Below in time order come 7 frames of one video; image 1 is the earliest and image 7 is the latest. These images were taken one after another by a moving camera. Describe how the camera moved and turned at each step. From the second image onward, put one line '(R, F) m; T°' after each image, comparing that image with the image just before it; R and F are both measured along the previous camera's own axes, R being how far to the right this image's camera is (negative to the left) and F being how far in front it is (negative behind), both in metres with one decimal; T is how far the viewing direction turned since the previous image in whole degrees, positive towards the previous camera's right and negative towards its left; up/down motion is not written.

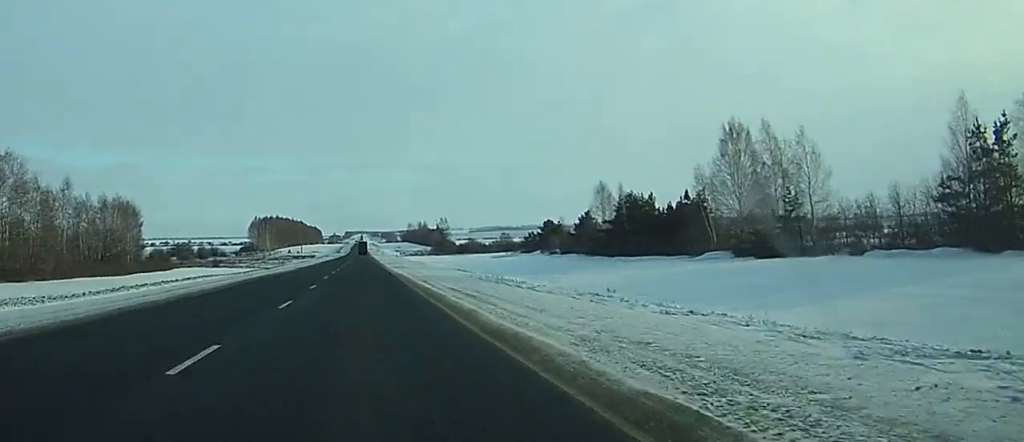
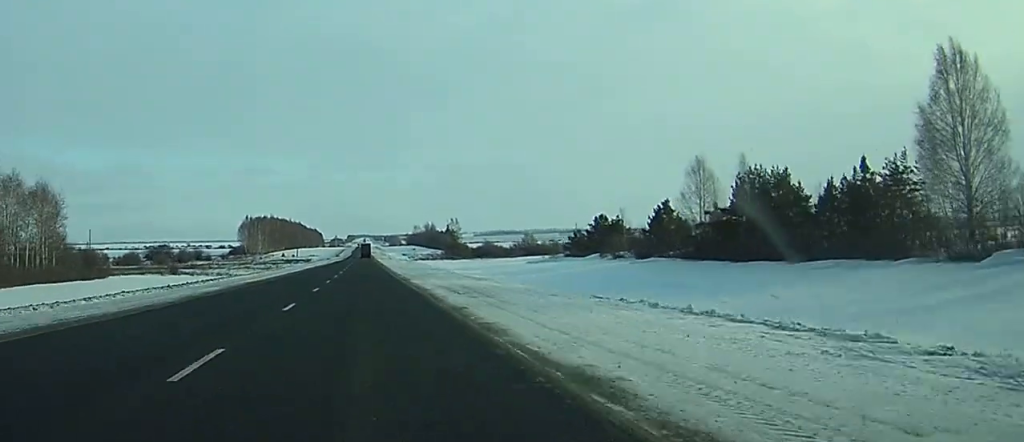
(0.0, +48.1) m; 0°
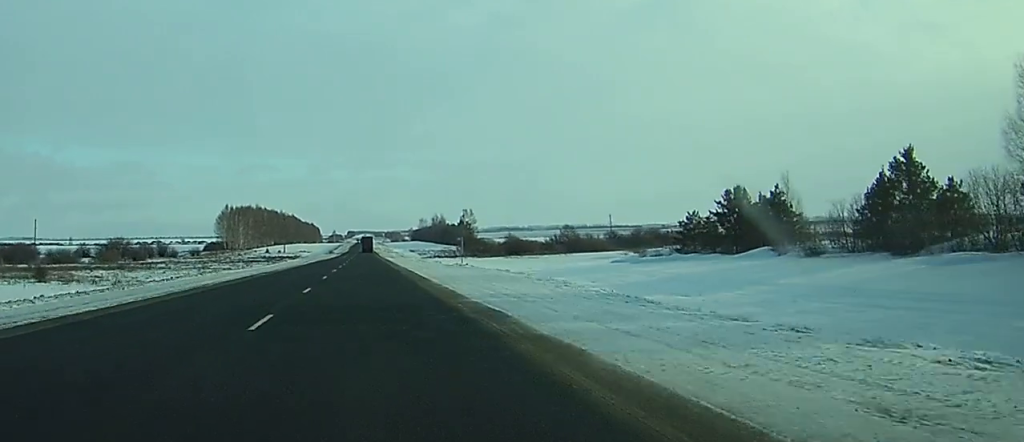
(0.0, +66.6) m; 0°
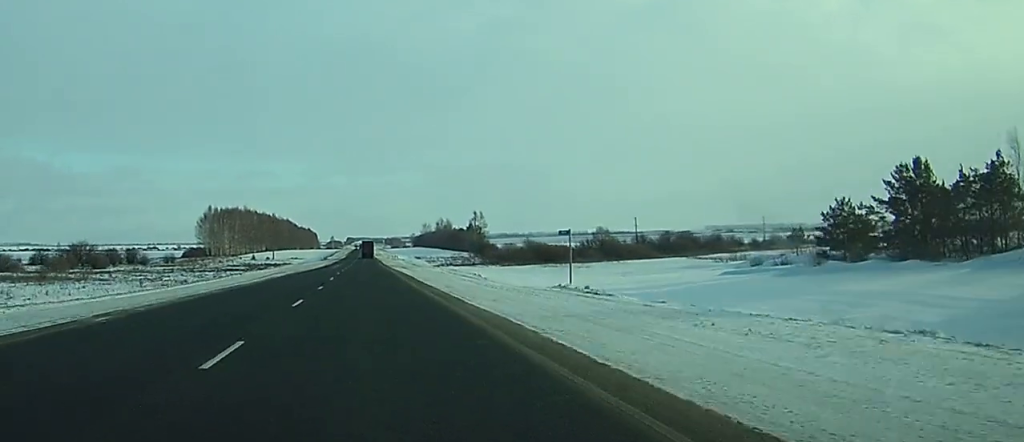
(-0.2, +40.2) m; 0°
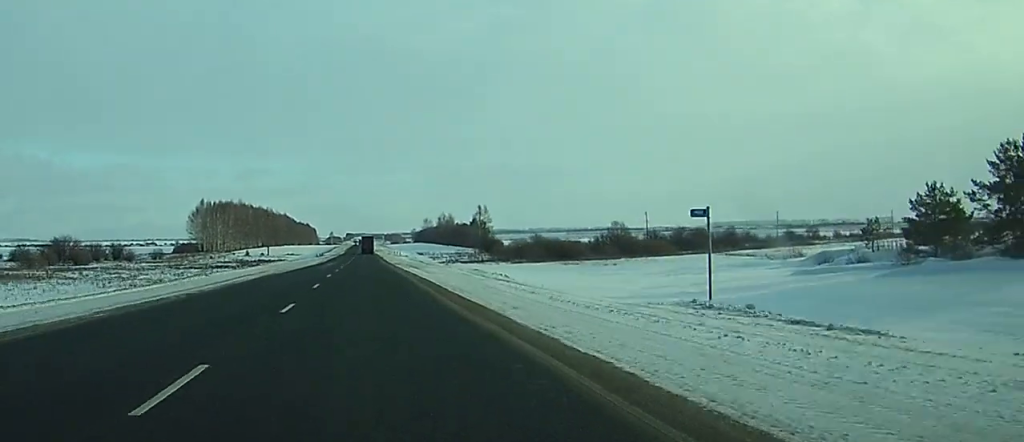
(0.0, +14.9) m; 0°
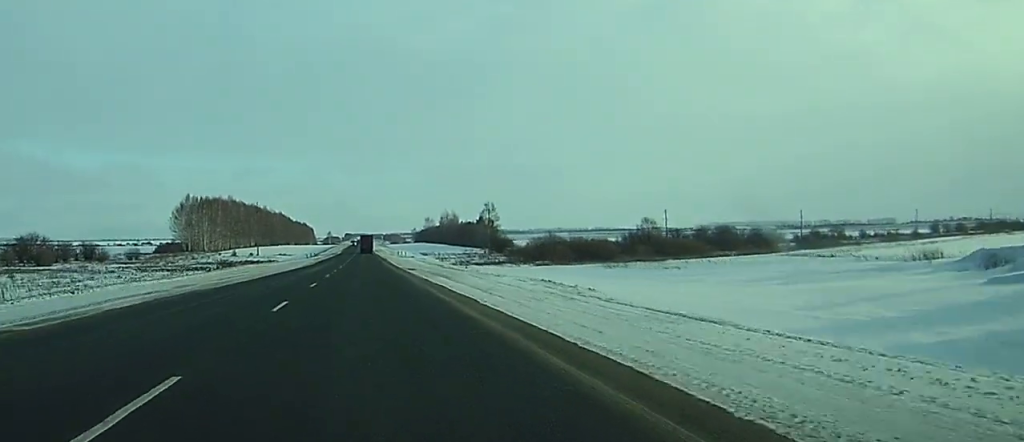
(0.0, +25.2) m; 0°
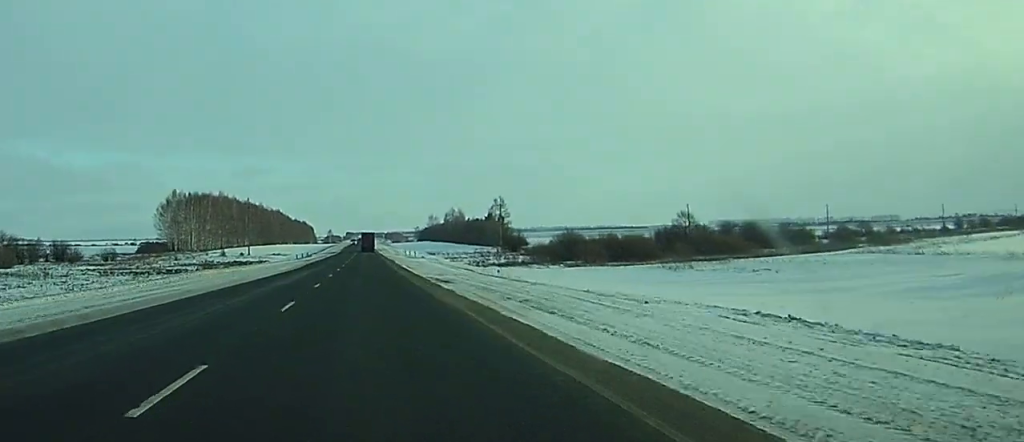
(+0.1, +22.8) m; 0°
